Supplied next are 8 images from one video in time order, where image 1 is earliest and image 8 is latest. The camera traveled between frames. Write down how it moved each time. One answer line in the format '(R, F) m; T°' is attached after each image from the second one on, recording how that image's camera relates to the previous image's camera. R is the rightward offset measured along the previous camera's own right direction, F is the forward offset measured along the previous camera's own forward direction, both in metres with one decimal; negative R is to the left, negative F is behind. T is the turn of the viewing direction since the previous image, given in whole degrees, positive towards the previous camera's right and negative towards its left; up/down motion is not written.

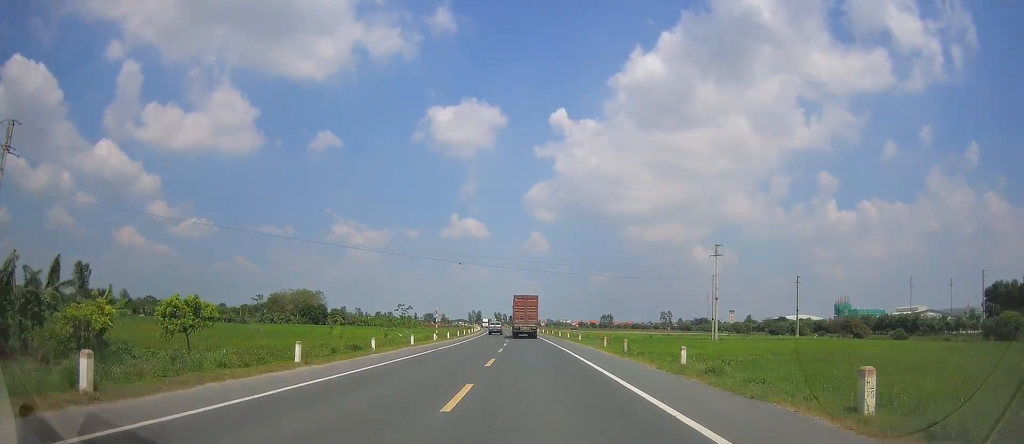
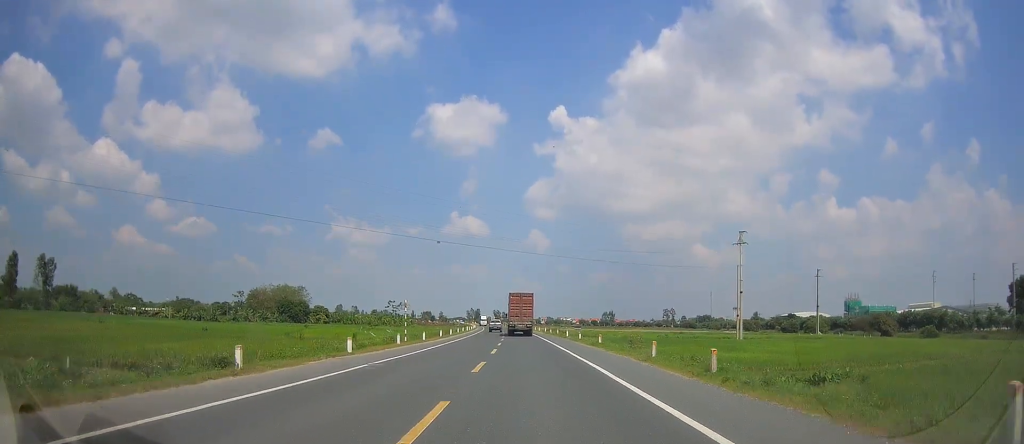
(-0.2, +13.3) m; 0°
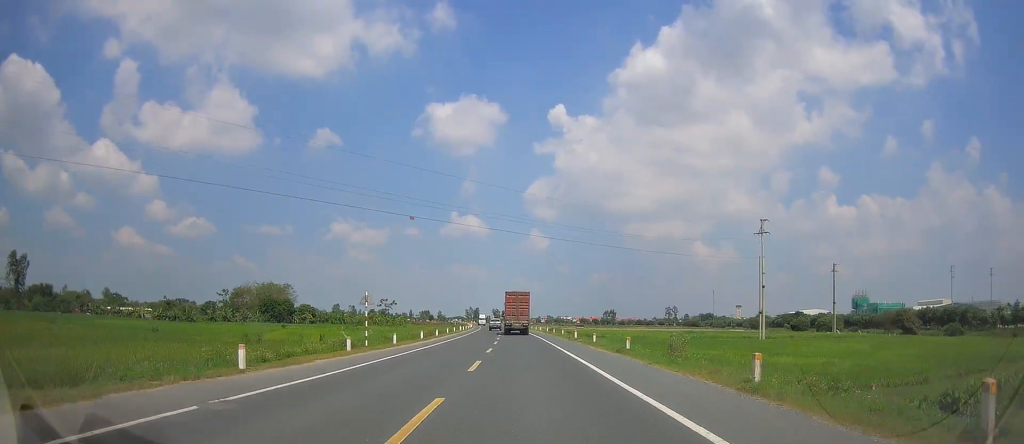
(0.0, +9.7) m; 0°
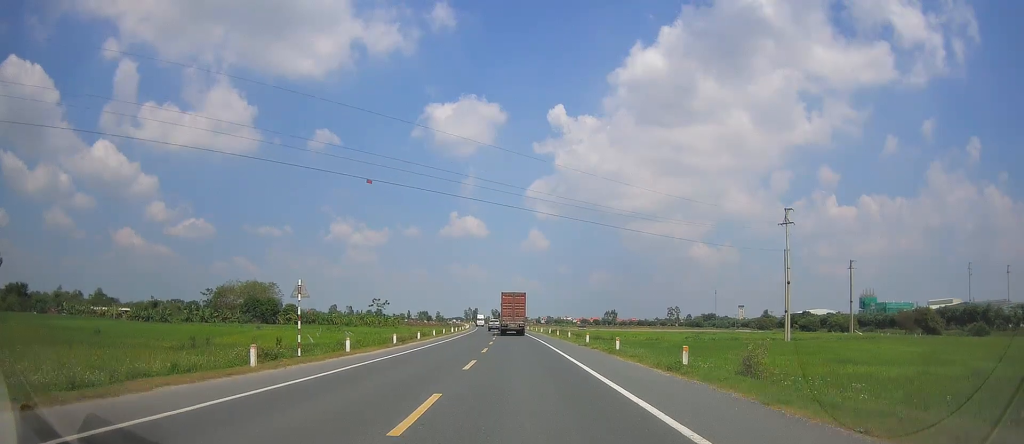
(+0.1, +9.1) m; 0°
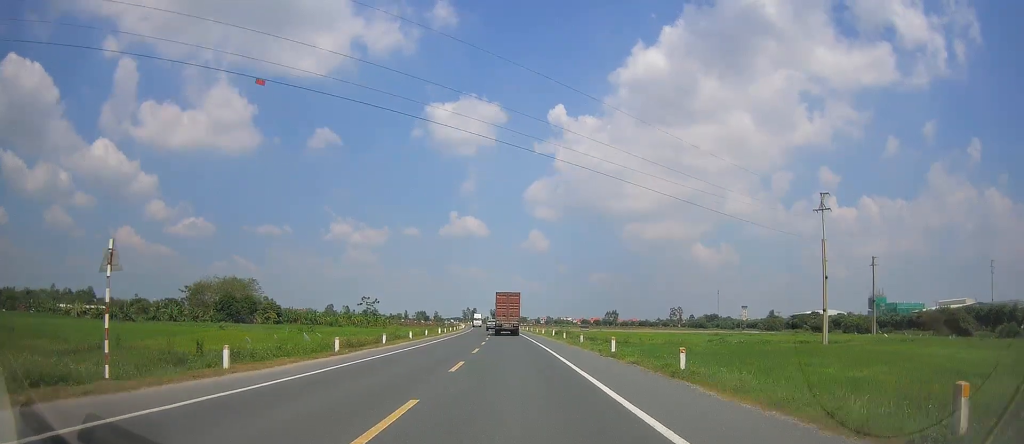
(0.0, +10.9) m; 0°
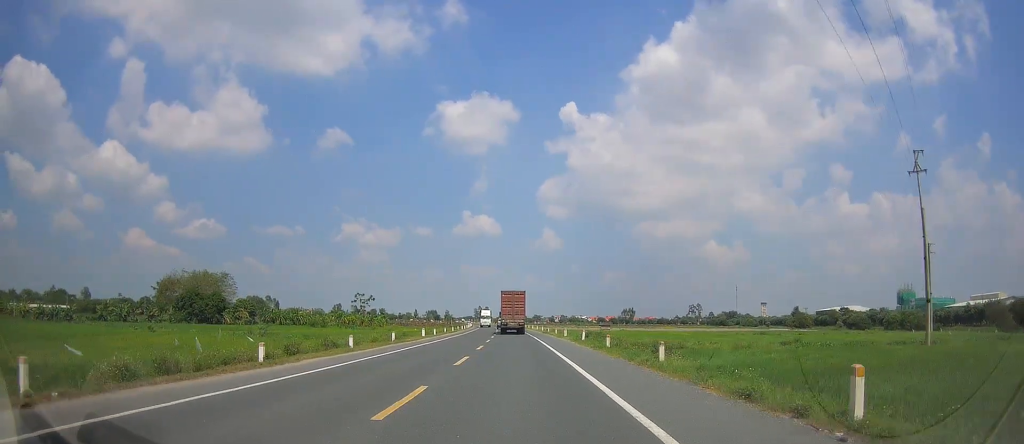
(-0.2, +18.1) m; 0°
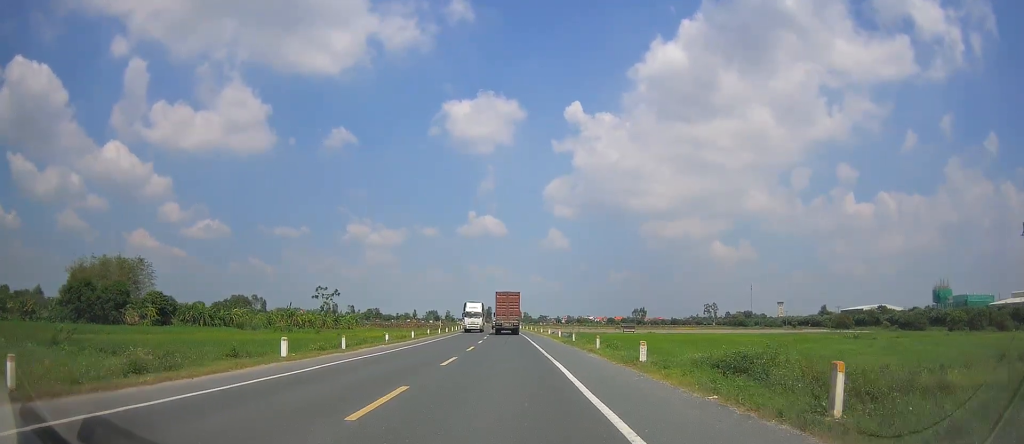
(-0.2, +30.4) m; -1°
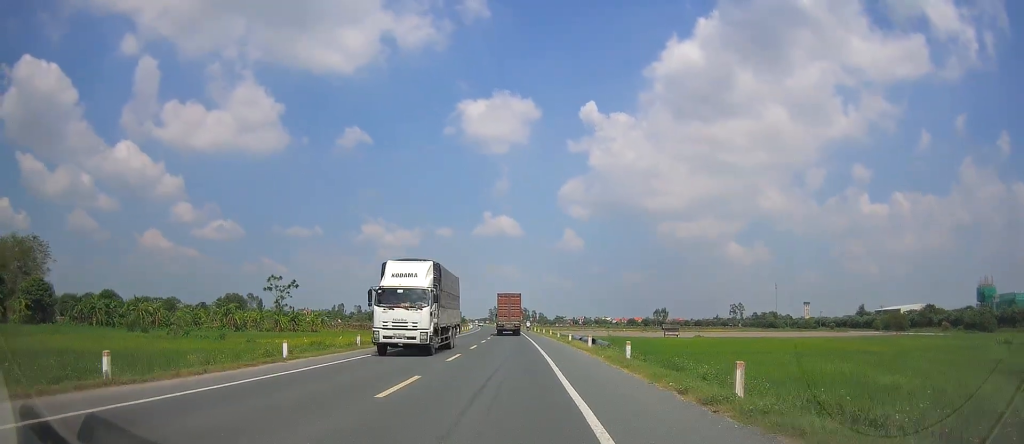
(-0.3, +27.4) m; -1°
